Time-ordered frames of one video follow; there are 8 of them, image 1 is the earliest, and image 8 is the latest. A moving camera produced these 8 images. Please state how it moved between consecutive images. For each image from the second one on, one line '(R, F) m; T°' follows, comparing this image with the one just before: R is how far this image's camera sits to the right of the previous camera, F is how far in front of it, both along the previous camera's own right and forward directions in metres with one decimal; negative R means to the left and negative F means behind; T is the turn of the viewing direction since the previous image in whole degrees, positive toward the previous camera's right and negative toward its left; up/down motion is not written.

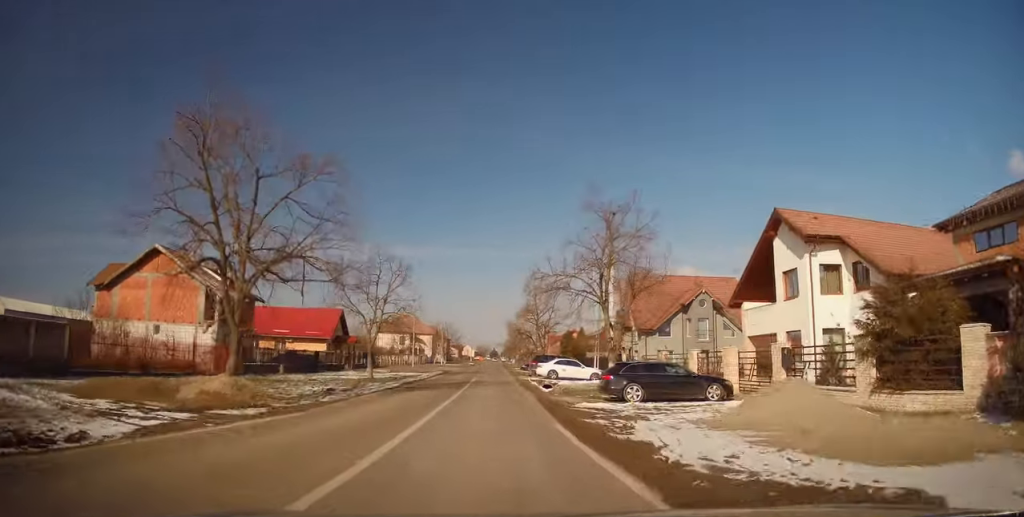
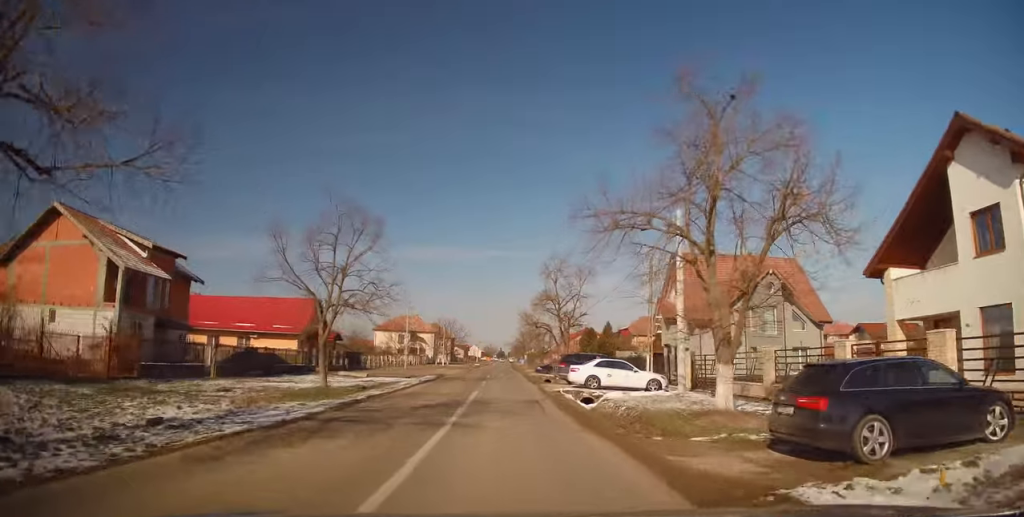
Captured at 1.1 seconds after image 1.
(0.0, +11.7) m; +1°
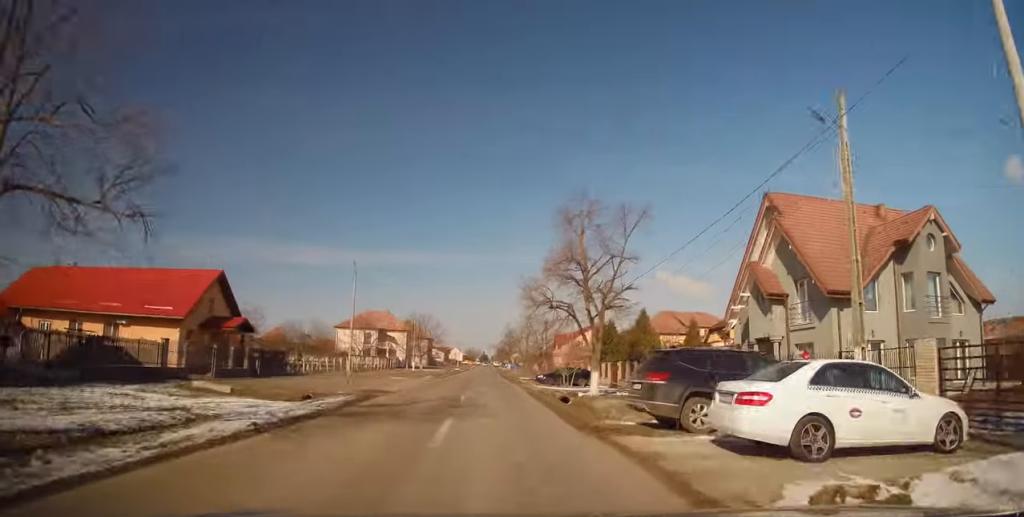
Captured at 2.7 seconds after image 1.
(0.0, +18.7) m; +1°
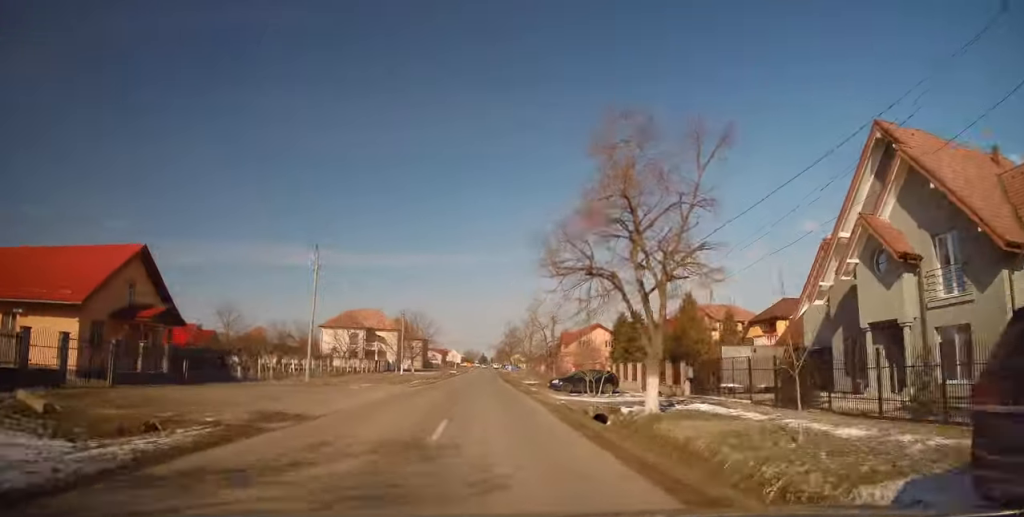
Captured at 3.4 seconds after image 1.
(+0.3, +9.4) m; 0°
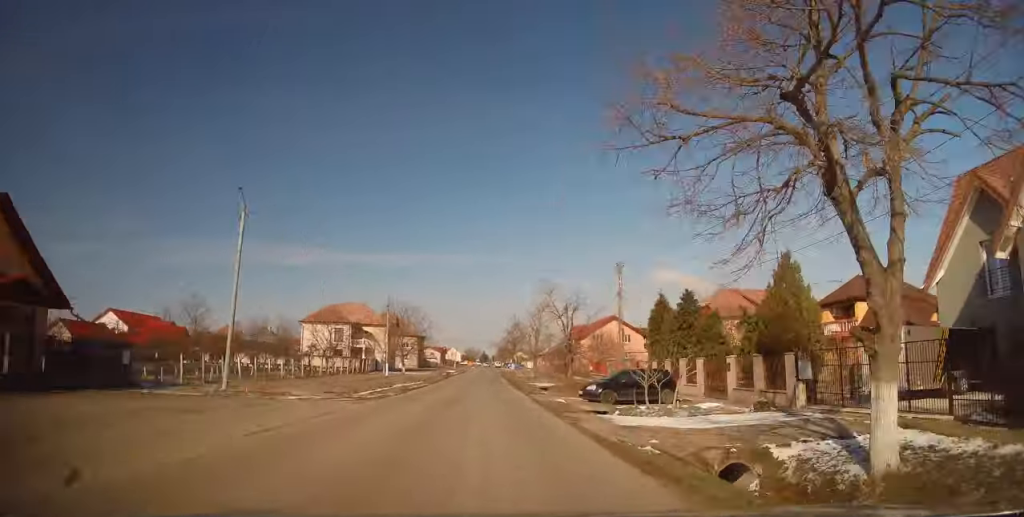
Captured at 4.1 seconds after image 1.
(0.0, +10.3) m; 0°
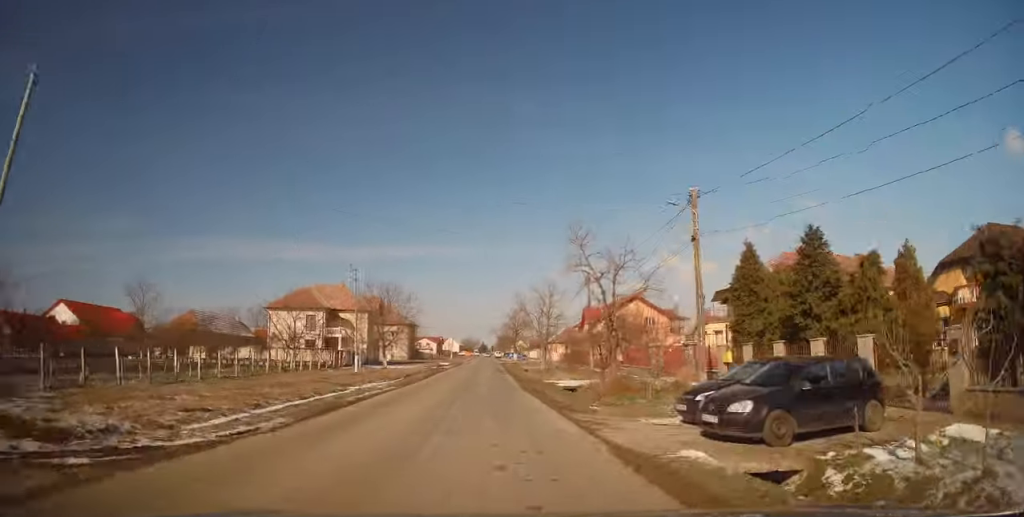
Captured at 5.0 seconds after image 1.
(-0.1, +12.7) m; 0°
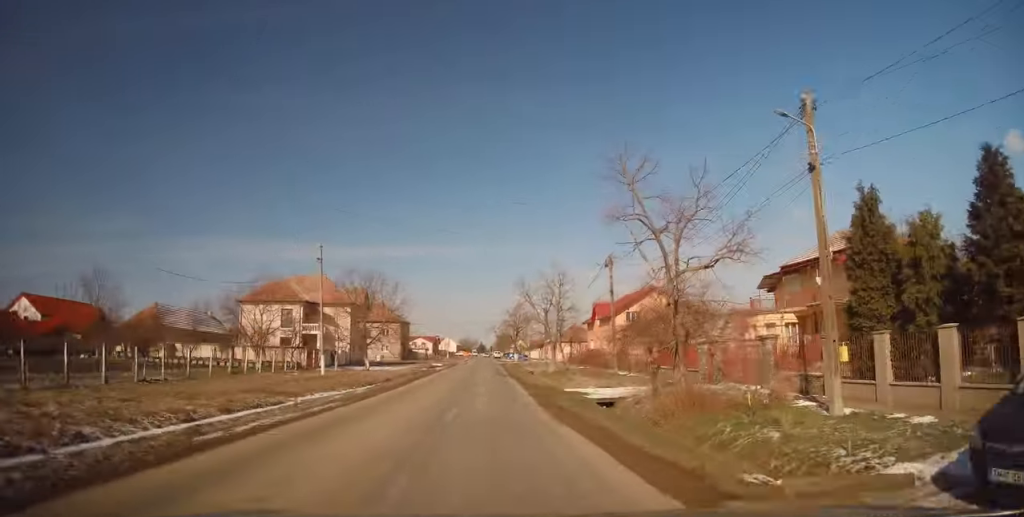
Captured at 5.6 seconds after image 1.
(+0.2, +8.6) m; 0°
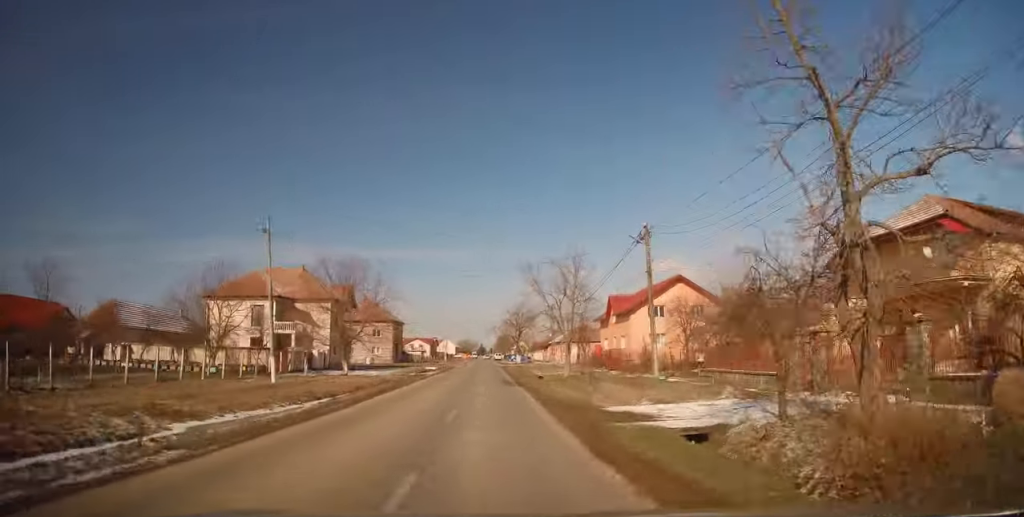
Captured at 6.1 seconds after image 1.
(-0.1, +8.5) m; 0°
